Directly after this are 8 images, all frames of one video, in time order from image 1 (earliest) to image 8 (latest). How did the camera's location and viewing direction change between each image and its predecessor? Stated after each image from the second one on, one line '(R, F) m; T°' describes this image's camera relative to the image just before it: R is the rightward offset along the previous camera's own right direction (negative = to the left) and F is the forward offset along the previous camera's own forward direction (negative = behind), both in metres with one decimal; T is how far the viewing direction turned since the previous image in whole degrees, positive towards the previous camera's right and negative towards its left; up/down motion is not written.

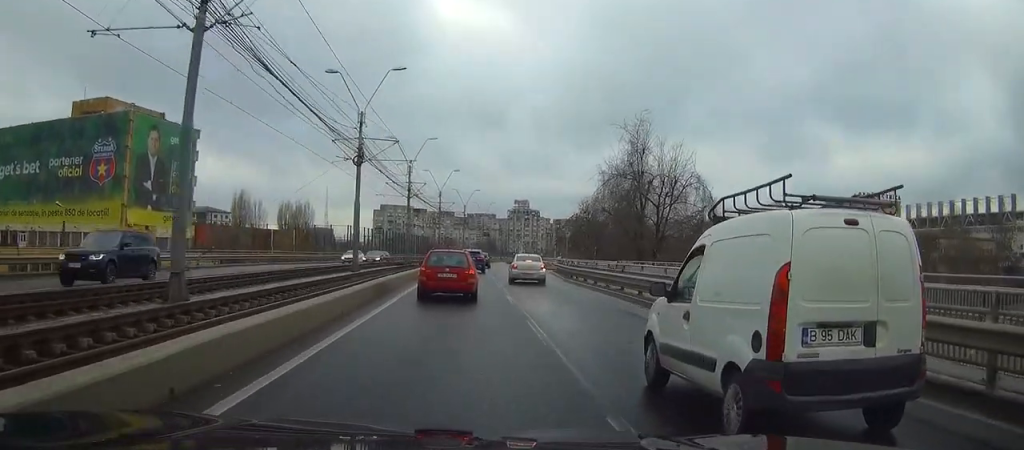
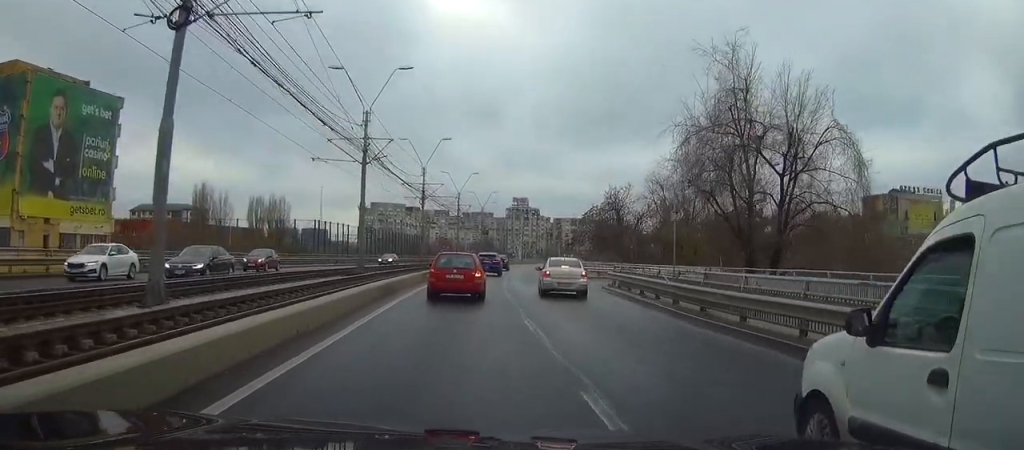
(+0.1, +24.6) m; +1°
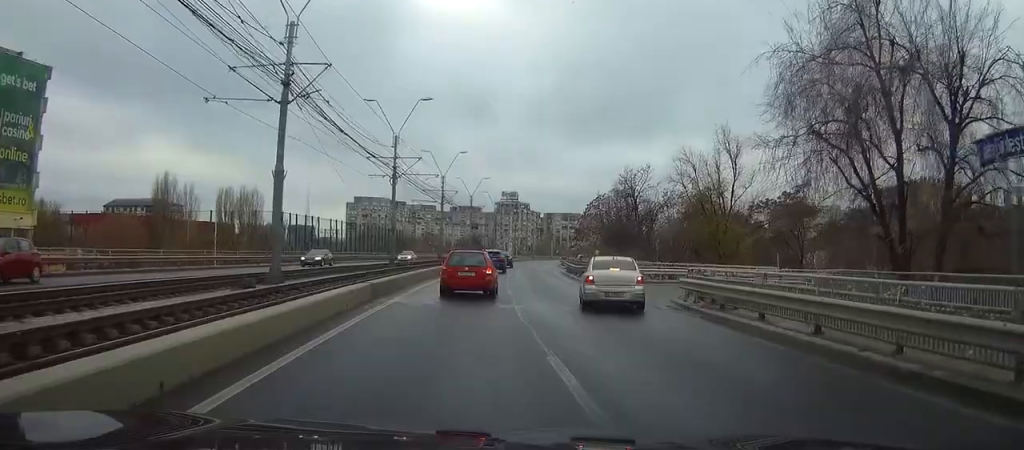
(+0.1, +14.9) m; +1°
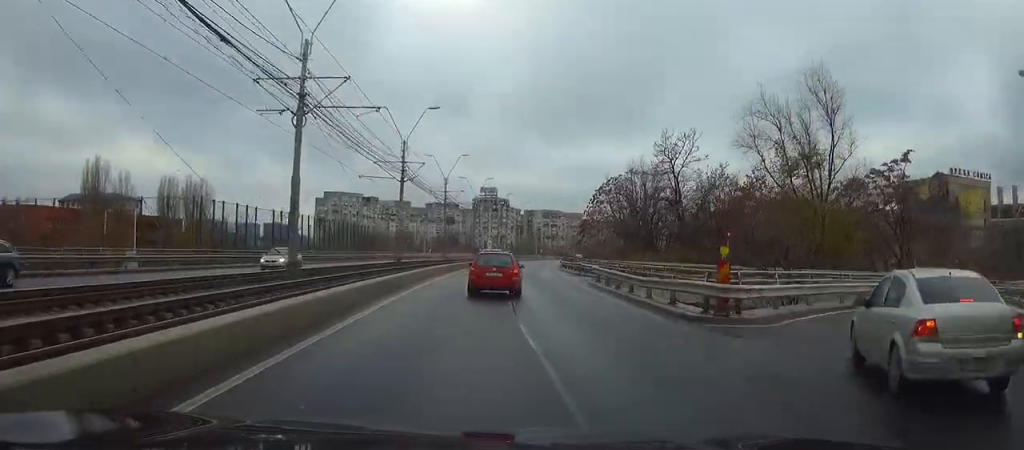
(+0.3, +21.5) m; +2°
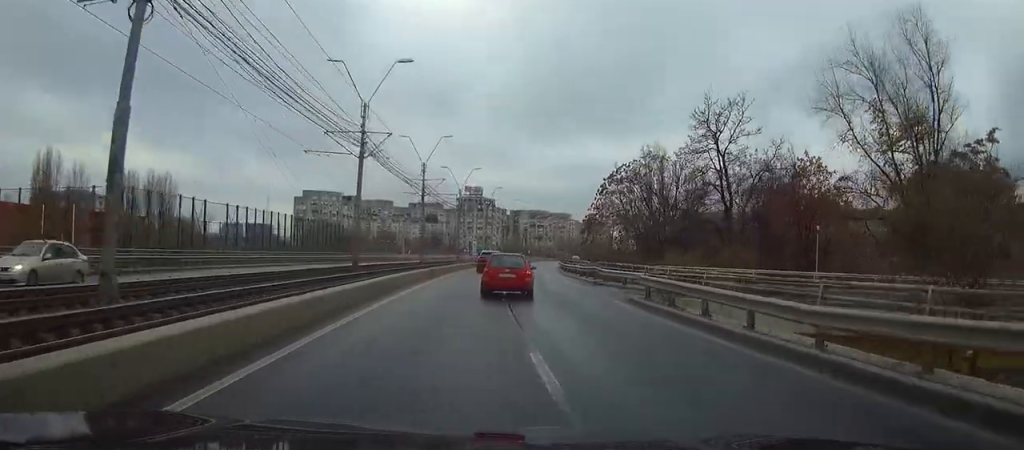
(+0.1, +12.4) m; +1°
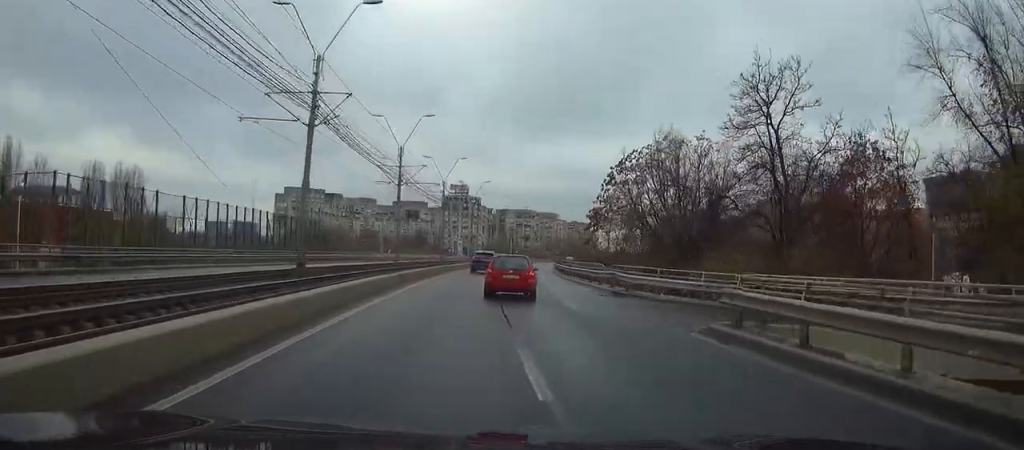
(+0.1, +8.9) m; +1°
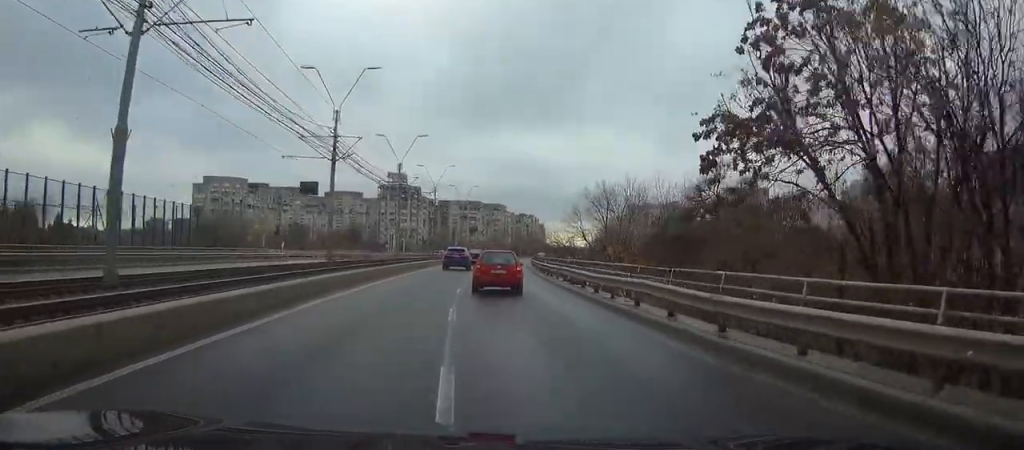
(+0.9, +35.7) m; +4°
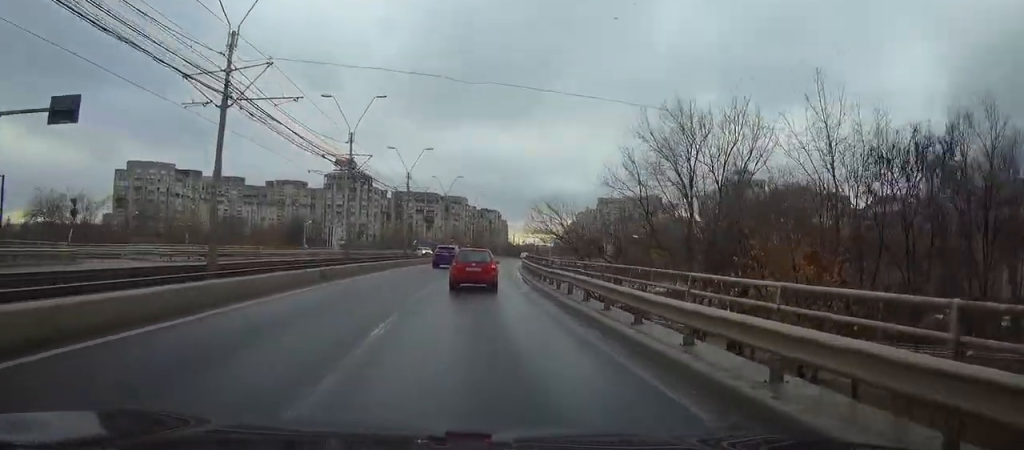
(+1.5, +37.9) m; +4°
